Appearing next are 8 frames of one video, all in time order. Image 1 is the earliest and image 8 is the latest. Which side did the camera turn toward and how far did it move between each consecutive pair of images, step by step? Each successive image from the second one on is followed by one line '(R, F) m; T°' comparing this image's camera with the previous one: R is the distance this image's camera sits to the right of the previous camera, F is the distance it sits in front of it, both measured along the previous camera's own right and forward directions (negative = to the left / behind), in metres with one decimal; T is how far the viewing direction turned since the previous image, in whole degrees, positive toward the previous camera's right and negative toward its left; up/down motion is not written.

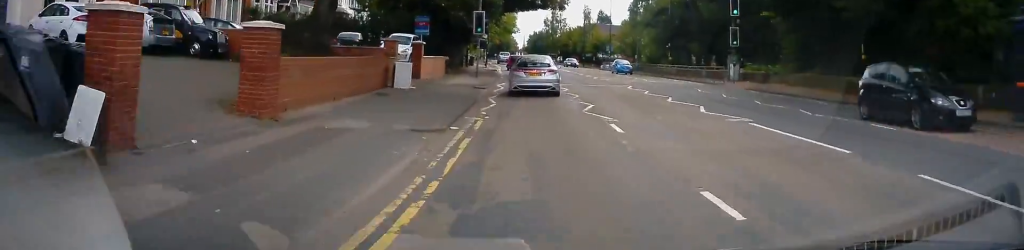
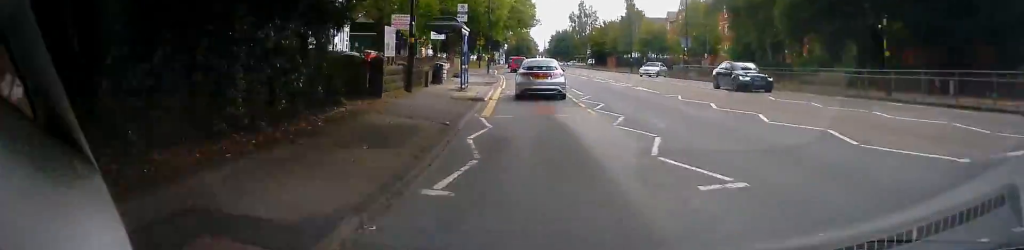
(0.0, +30.8) m; -1°
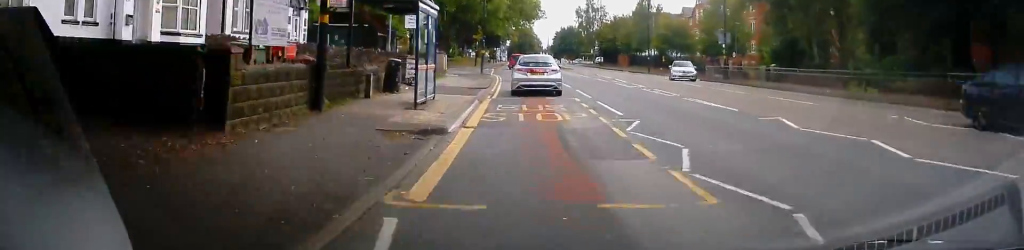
(-0.1, +9.3) m; -2°
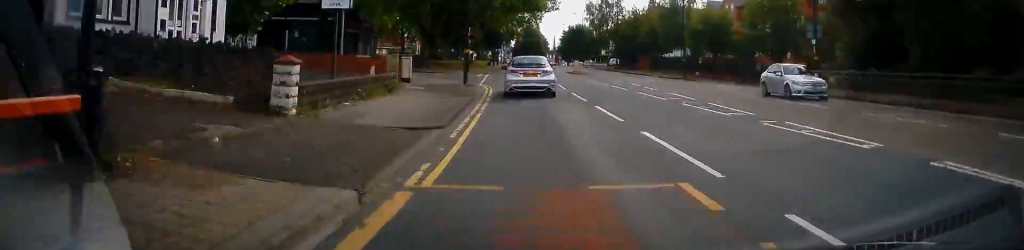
(-0.4, +13.0) m; -2°
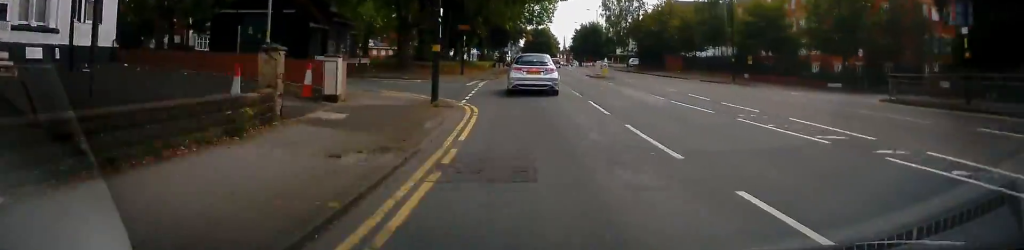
(0.0, +10.9) m; 0°
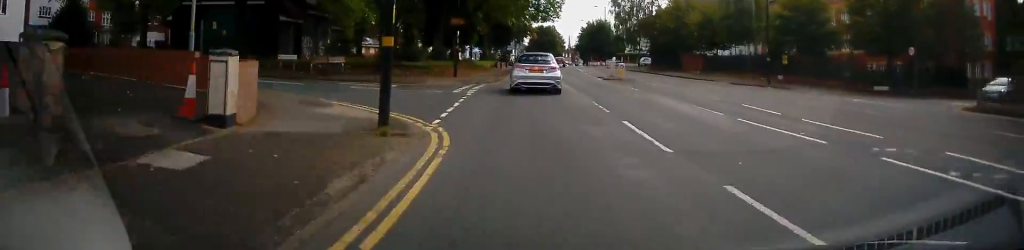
(0.0, +6.0) m; +1°
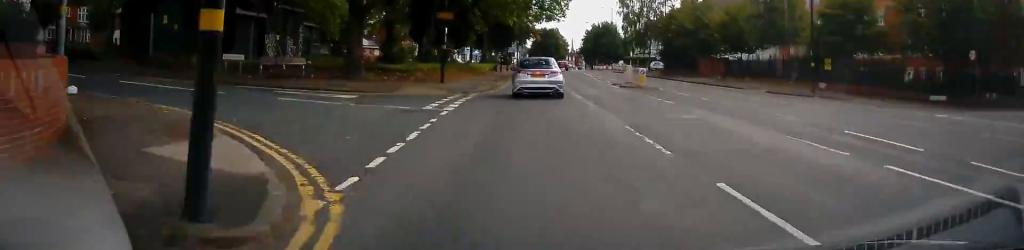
(-0.1, +5.9) m; +1°
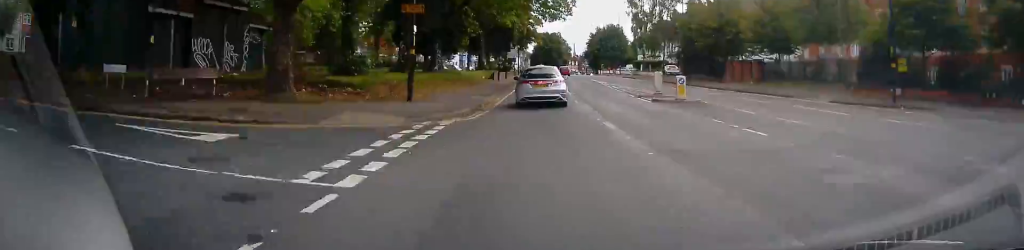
(+0.2, +7.9) m; 0°
